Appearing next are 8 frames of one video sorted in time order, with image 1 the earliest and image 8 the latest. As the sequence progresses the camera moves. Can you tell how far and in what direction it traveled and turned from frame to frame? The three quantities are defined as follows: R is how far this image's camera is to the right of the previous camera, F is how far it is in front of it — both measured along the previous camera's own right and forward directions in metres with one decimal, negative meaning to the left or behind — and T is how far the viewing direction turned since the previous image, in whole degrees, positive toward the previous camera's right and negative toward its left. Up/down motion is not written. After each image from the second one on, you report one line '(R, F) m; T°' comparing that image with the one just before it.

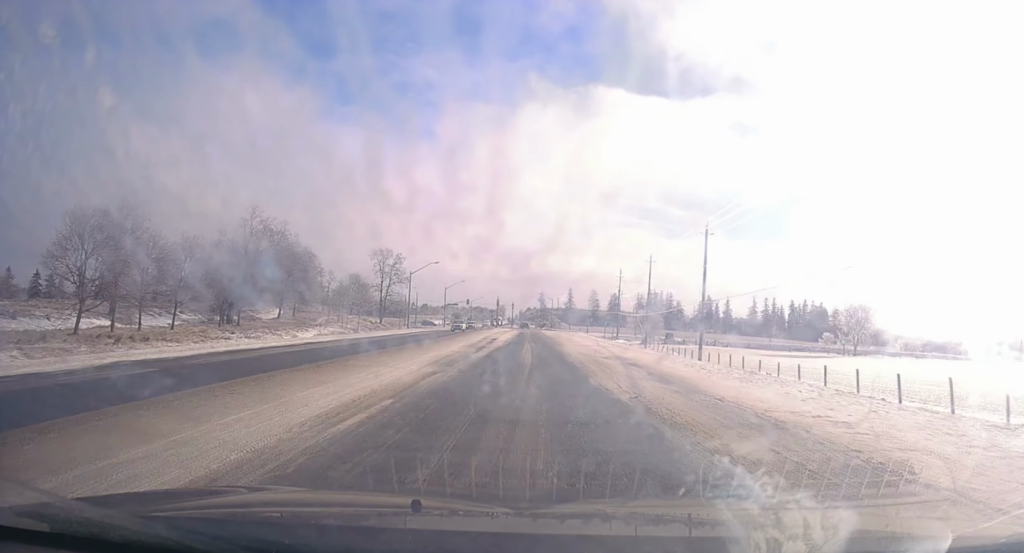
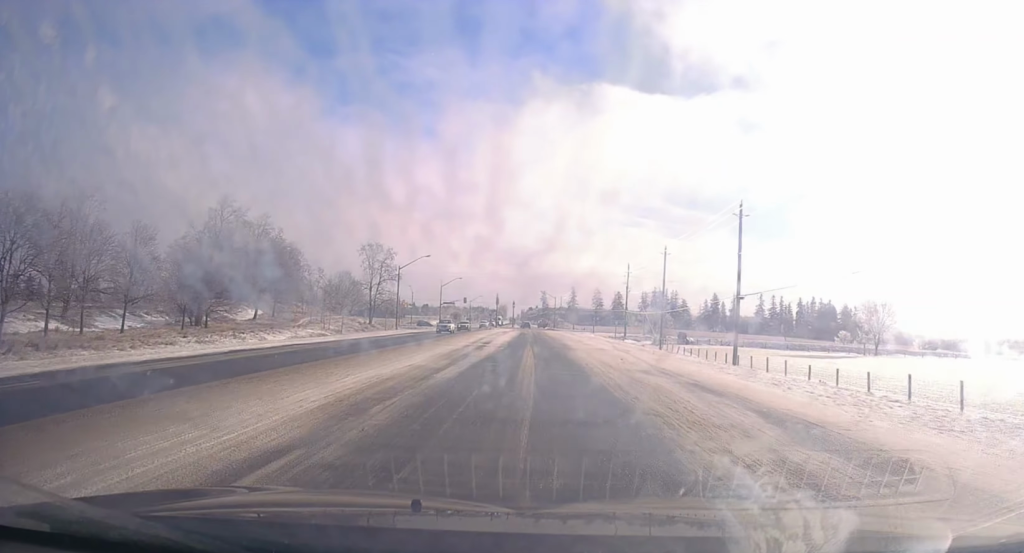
(0.0, +10.0) m; 0°
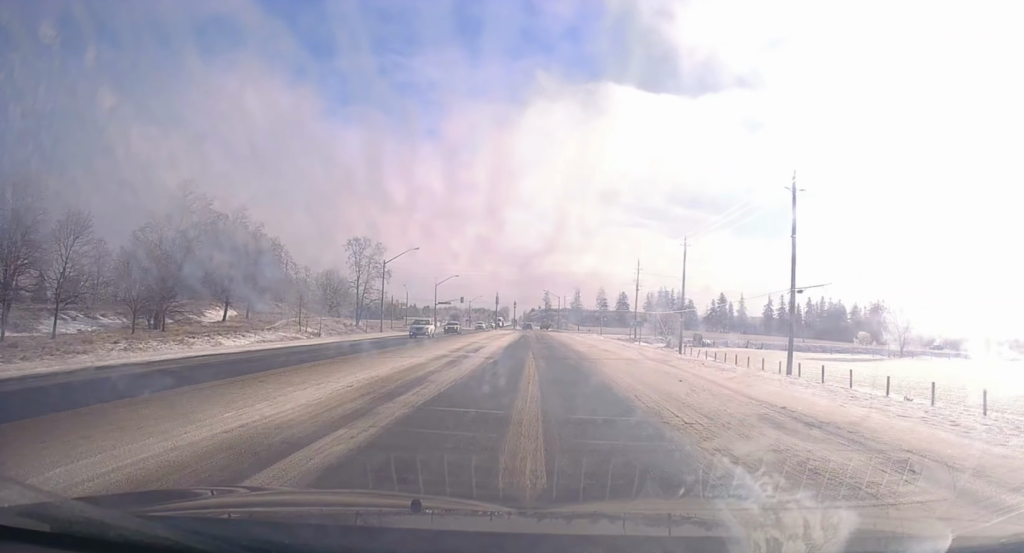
(0.0, +10.4) m; 0°
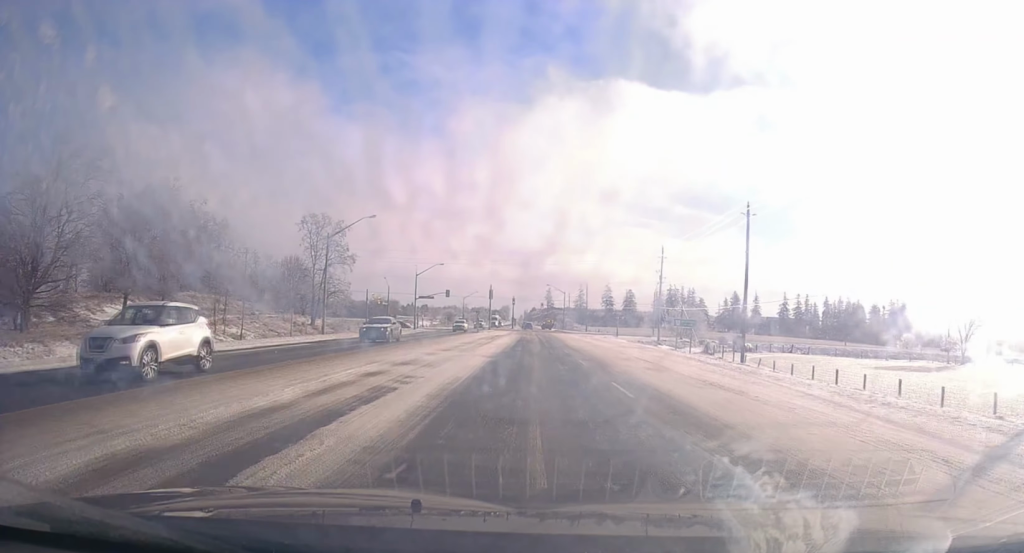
(+0.1, +23.0) m; 0°
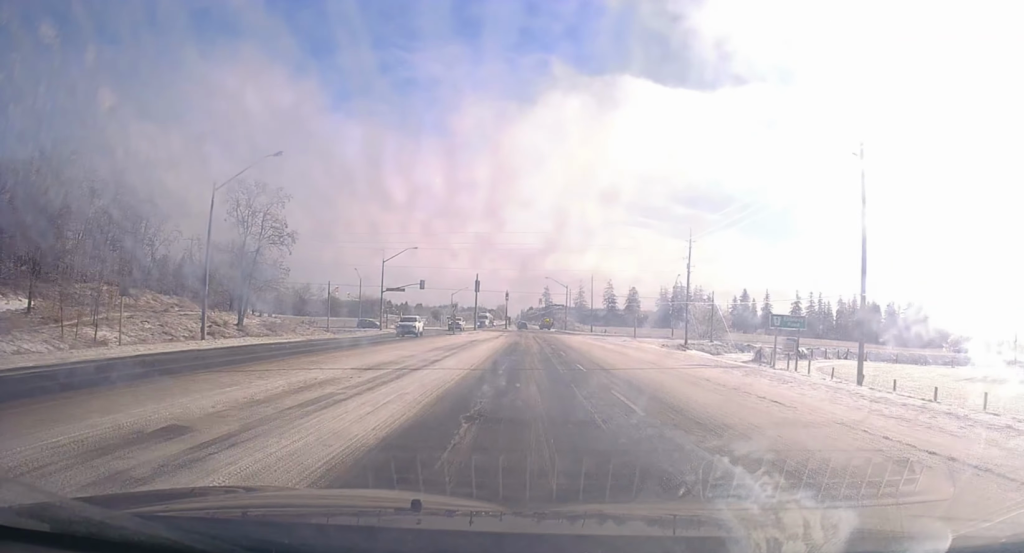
(0.0, +21.7) m; +1°
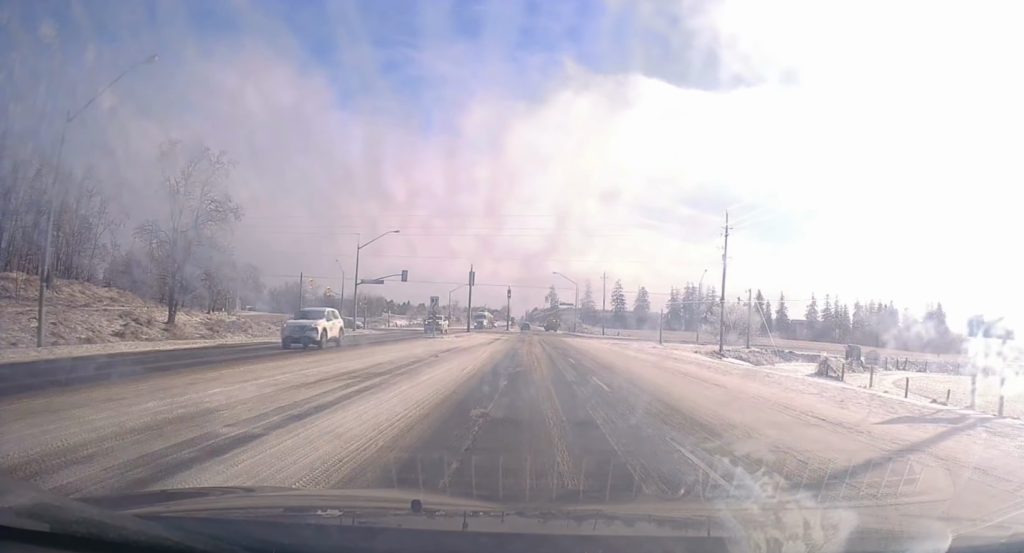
(+0.1, +13.7) m; 0°
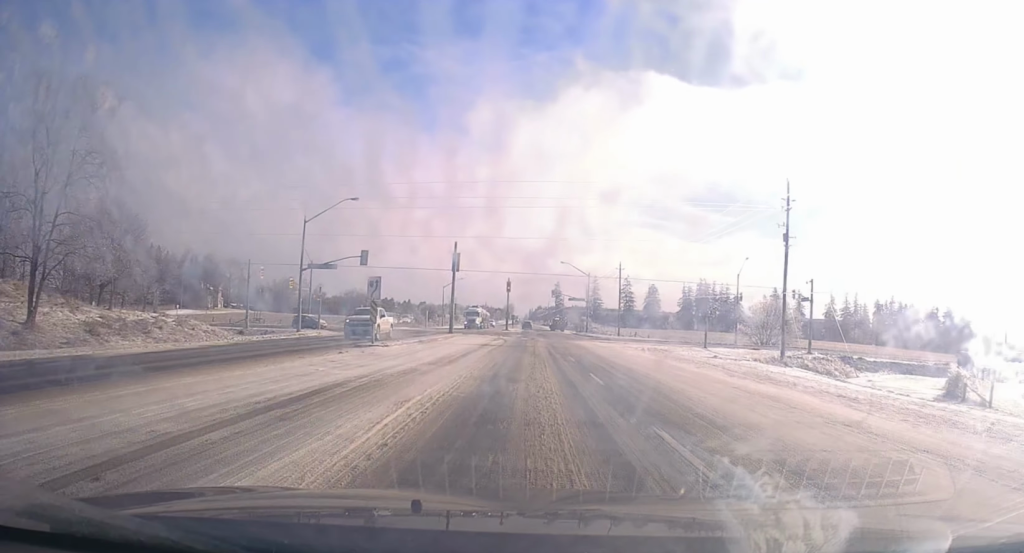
(+0.2, +18.2) m; 0°
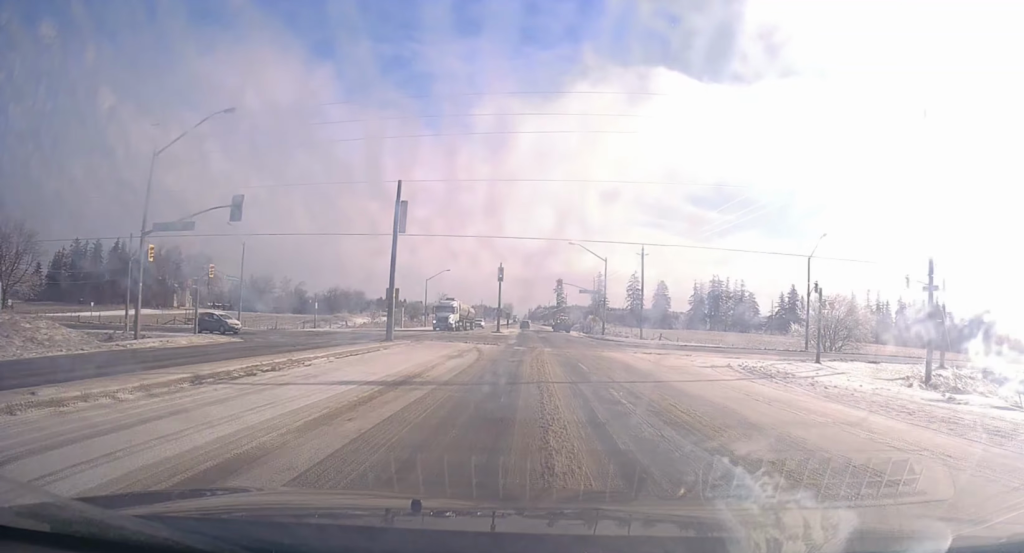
(-0.2, +22.4) m; 0°
